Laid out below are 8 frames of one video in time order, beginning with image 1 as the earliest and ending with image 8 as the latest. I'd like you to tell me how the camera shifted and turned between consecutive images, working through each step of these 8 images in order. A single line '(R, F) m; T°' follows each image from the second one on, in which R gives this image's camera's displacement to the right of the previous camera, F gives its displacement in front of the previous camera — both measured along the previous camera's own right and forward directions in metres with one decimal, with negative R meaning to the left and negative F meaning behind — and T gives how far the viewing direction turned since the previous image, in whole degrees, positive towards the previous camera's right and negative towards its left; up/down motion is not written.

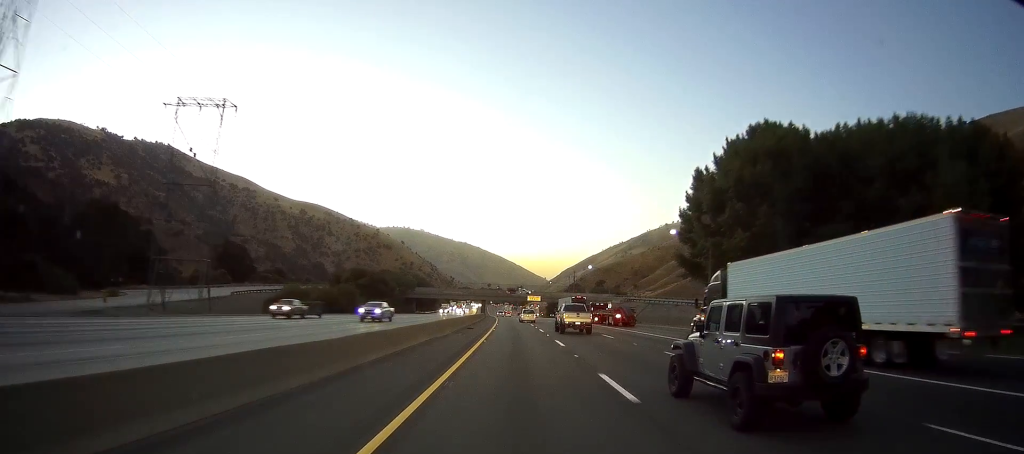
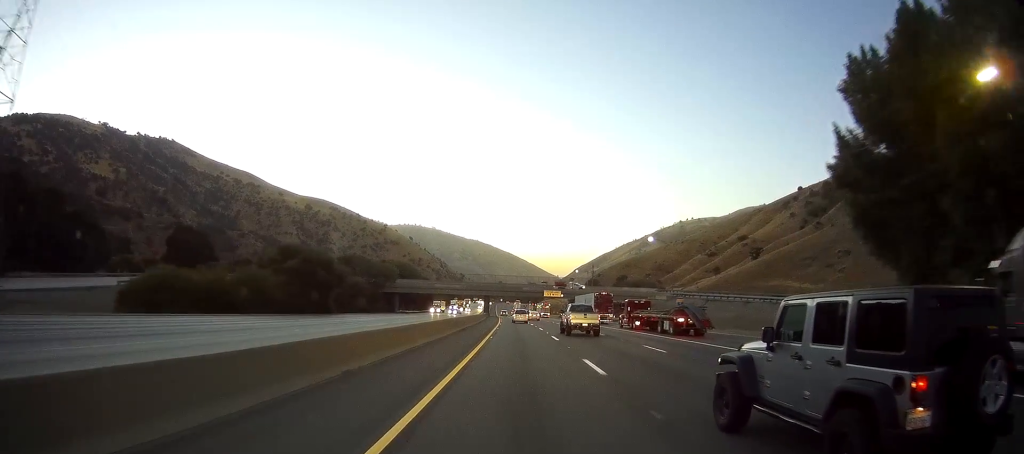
(-0.4, +39.6) m; -2°
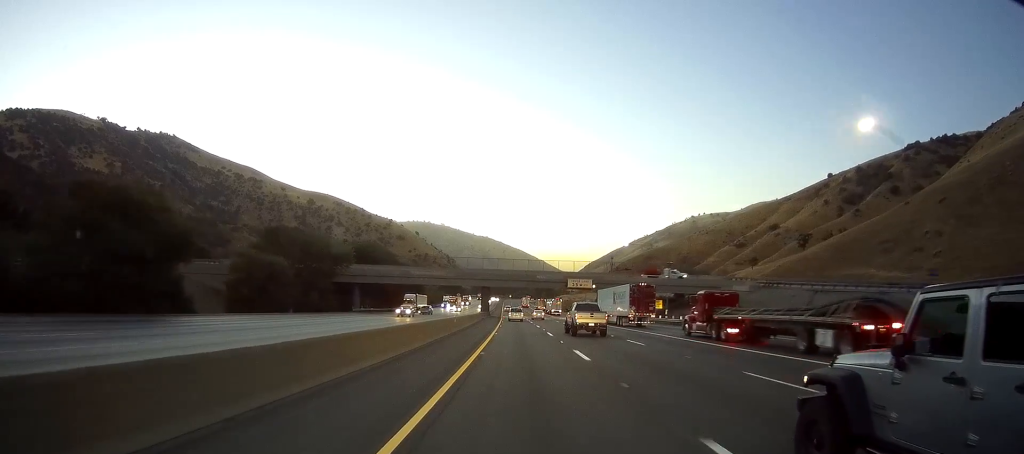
(-0.7, +40.7) m; -1°
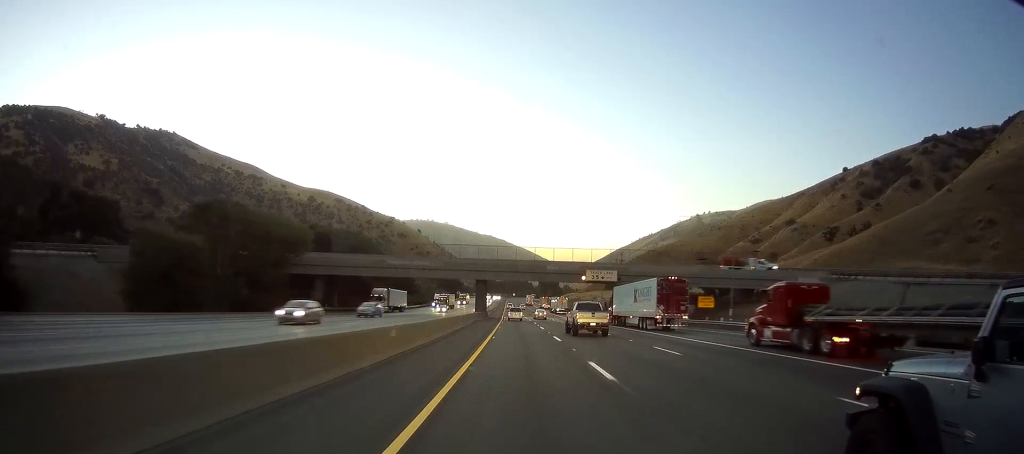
(+0.2, +19.8) m; 0°
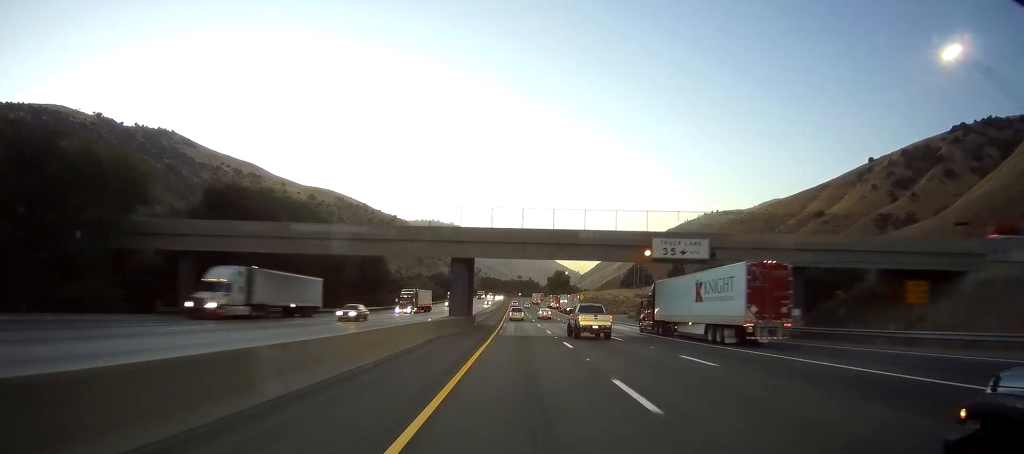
(-0.2, +33.0) m; -1°
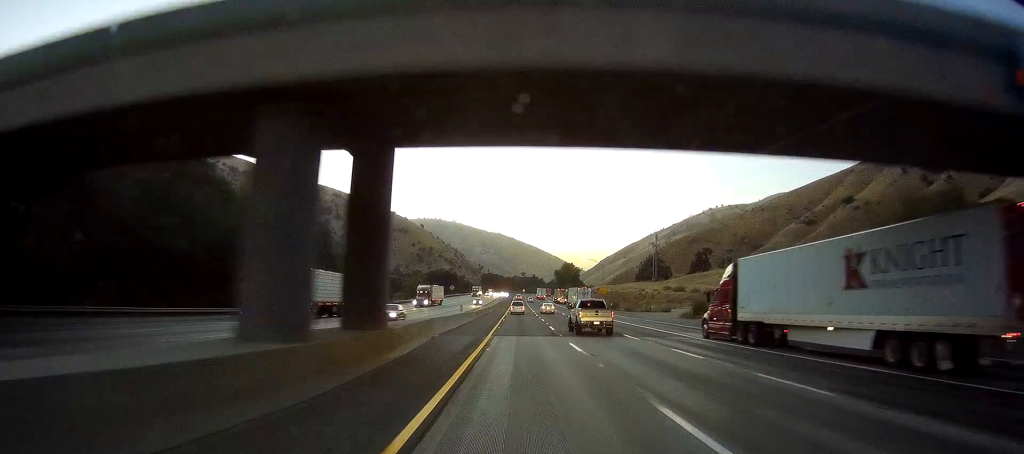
(-0.2, +32.2) m; 0°
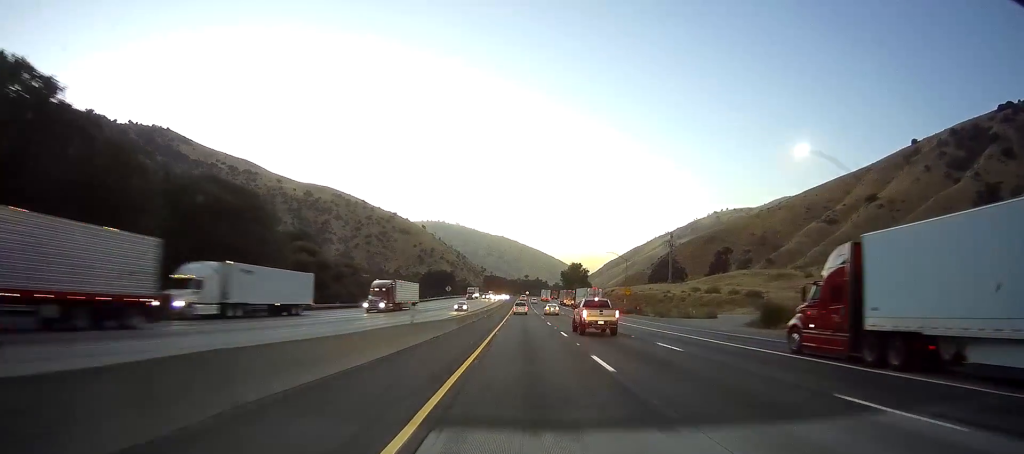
(0.0, +21.3) m; 0°
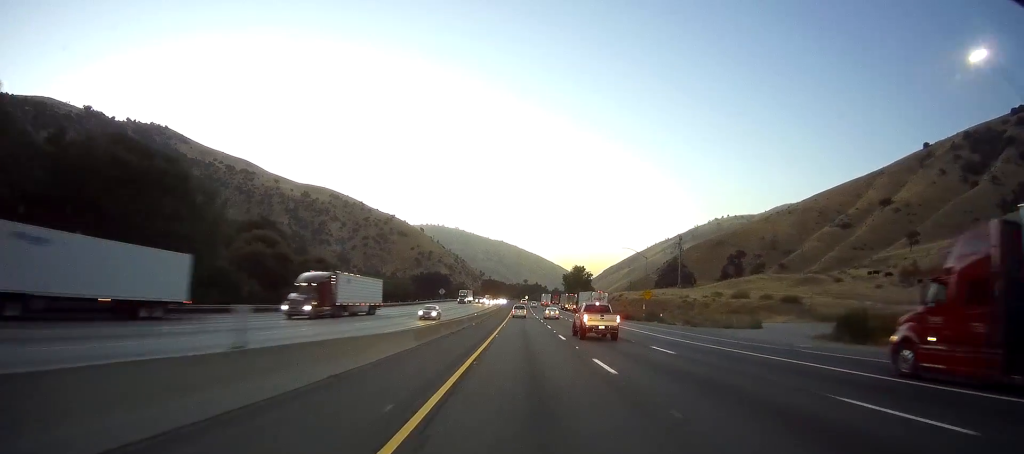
(+0.1, +14.6) m; 0°
